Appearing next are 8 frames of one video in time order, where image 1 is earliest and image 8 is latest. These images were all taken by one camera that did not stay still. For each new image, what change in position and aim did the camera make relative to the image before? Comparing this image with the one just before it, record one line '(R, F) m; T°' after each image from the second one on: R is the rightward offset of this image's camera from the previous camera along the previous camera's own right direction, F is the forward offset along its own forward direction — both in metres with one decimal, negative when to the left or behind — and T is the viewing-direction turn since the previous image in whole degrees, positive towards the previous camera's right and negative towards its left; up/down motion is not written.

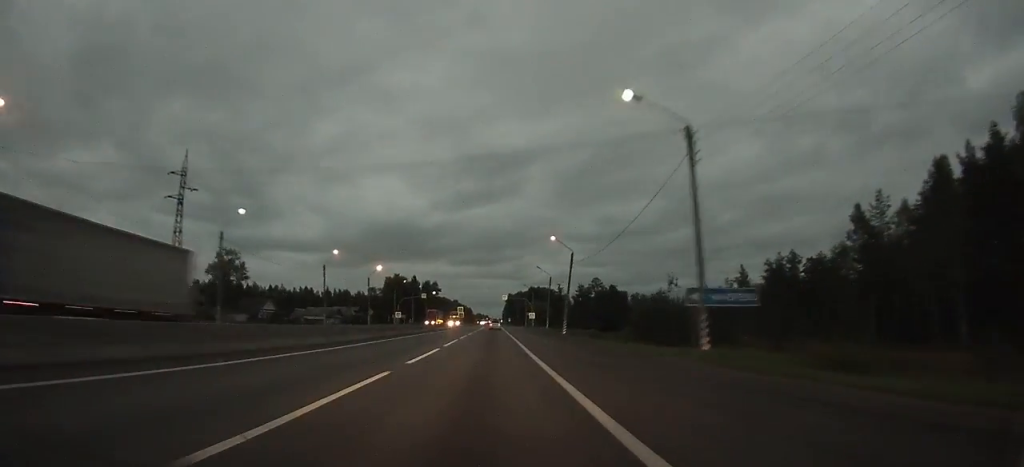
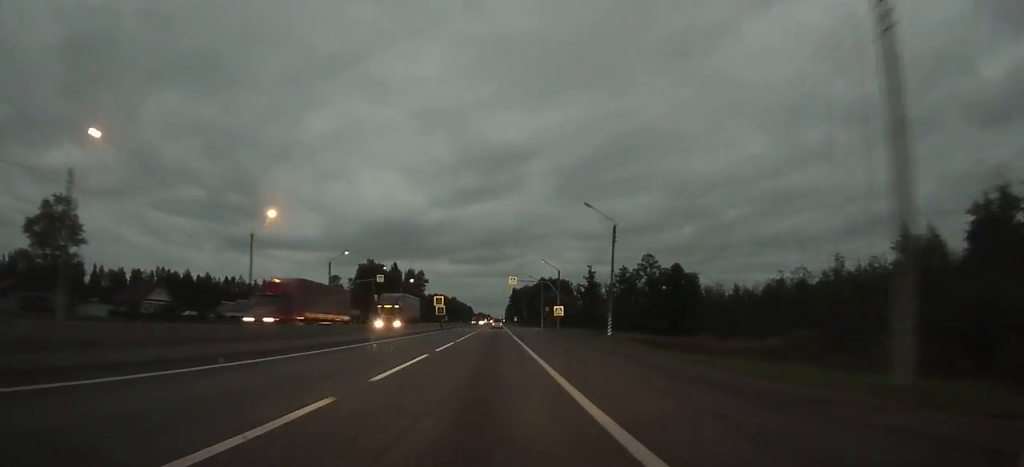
(0.0, +52.9) m; 0°
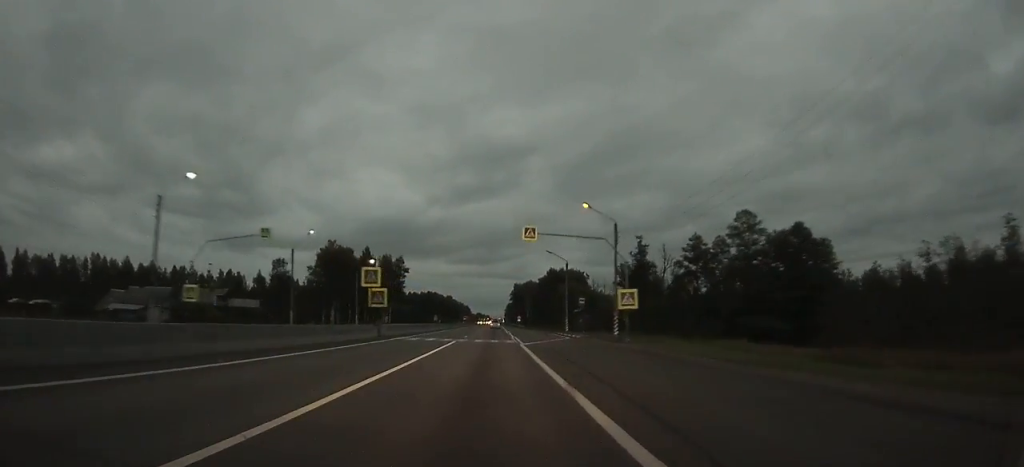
(0.0, +41.9) m; 0°
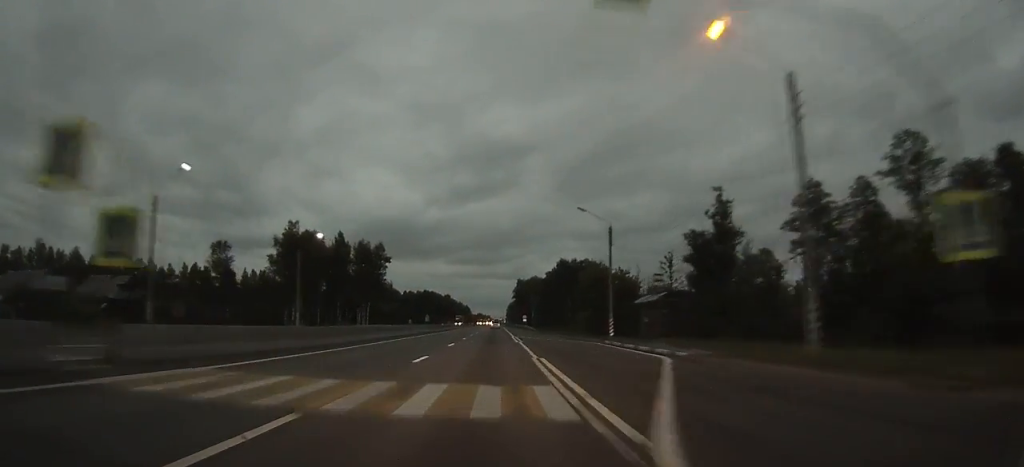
(0.0, +27.9) m; 0°
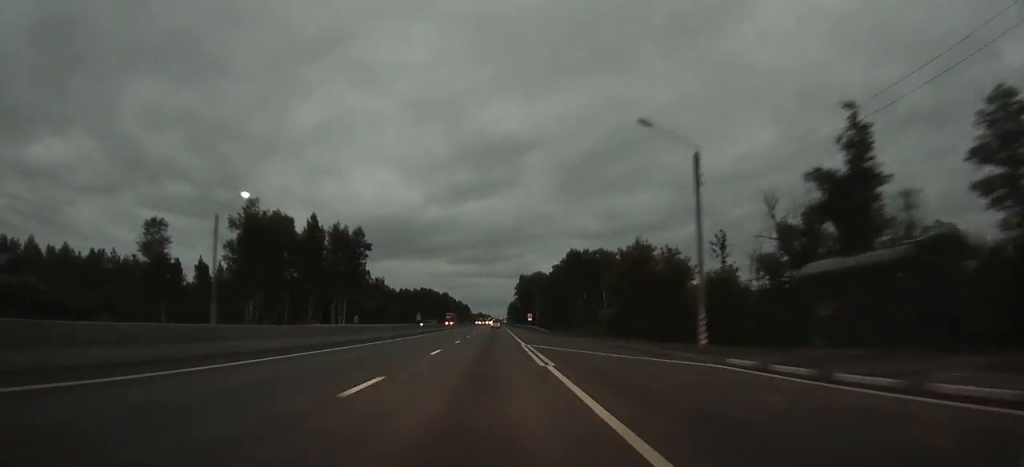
(0.0, +20.2) m; 0°
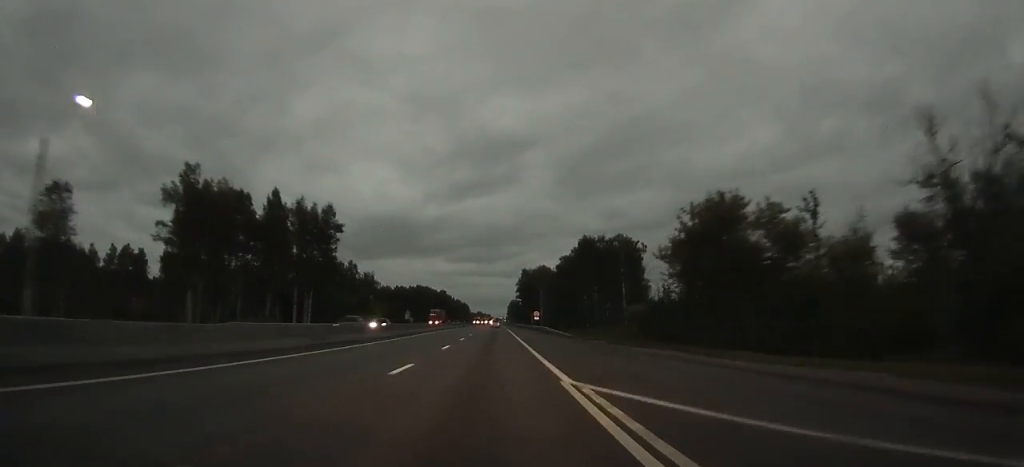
(0.0, +20.2) m; 0°
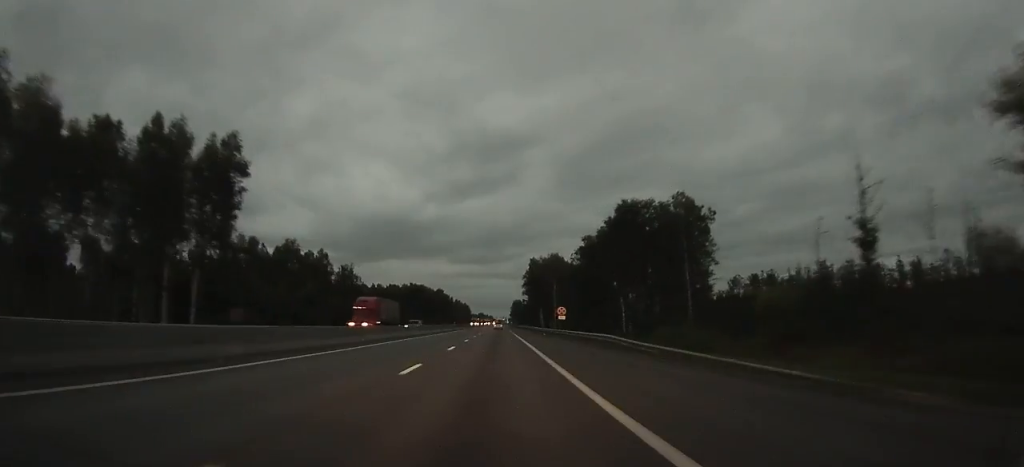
(0.0, +35.7) m; 0°
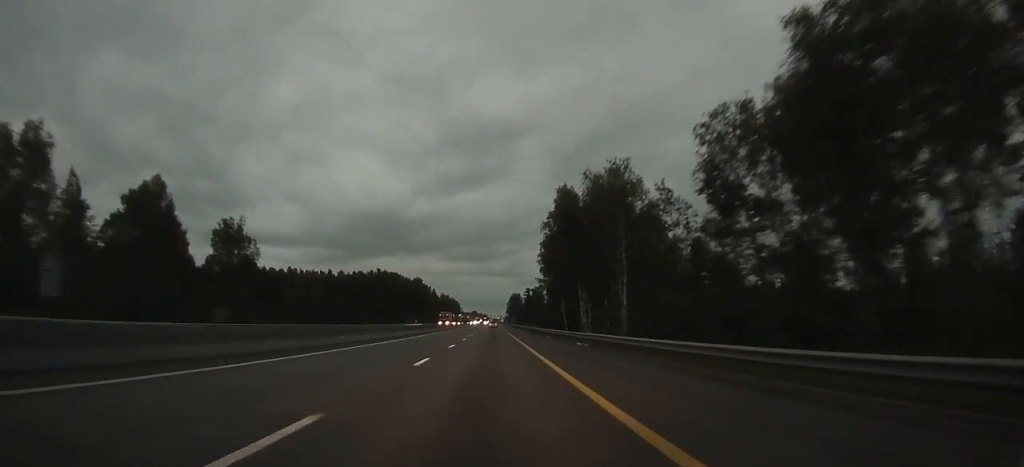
(0.0, +81.0) m; 0°
